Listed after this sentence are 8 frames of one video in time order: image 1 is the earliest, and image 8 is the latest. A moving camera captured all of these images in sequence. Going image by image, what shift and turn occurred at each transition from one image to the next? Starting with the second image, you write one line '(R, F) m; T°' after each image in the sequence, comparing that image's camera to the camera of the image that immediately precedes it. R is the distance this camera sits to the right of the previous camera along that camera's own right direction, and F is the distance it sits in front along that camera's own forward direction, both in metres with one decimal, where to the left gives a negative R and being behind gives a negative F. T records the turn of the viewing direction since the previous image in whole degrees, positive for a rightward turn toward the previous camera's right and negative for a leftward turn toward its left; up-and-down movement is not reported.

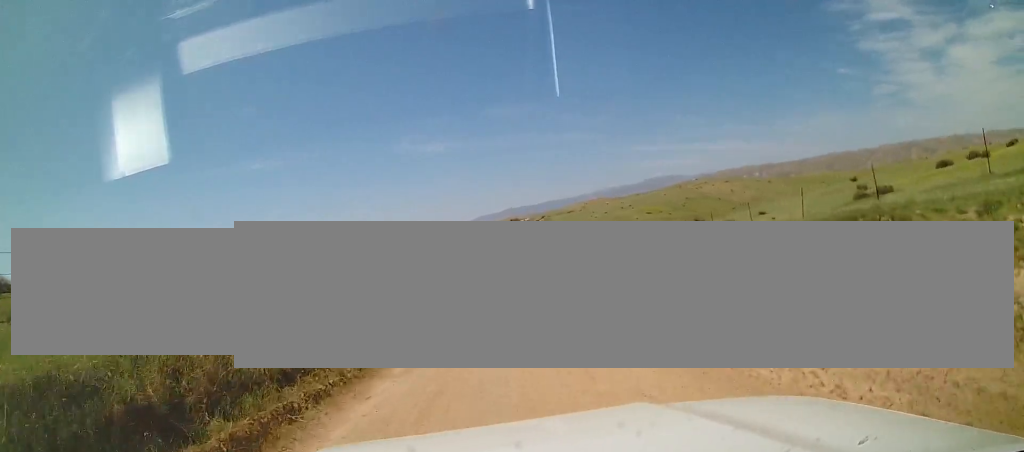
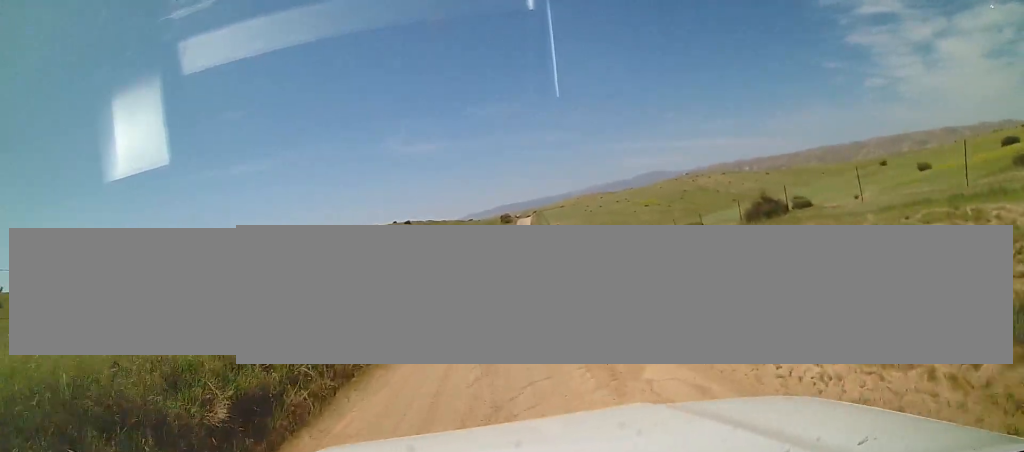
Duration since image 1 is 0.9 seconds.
(+0.1, +9.1) m; +2°
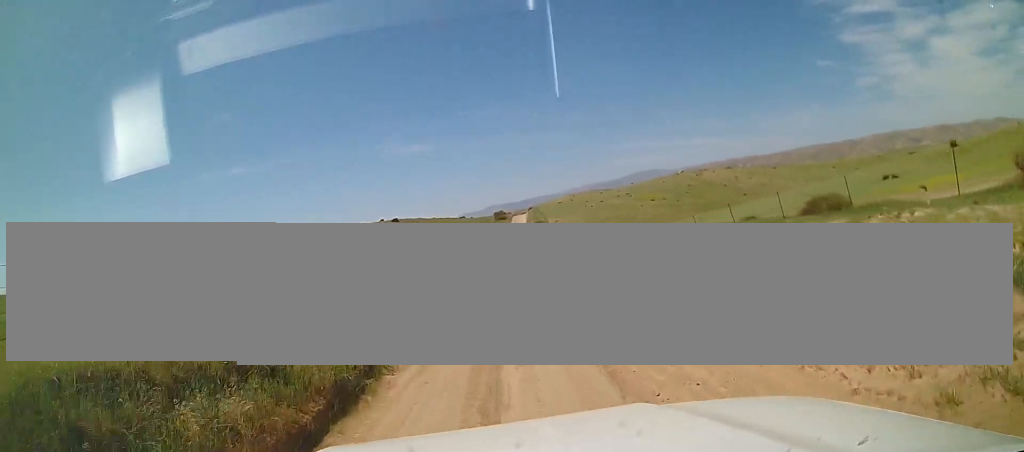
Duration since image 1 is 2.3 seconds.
(+0.5, +14.0) m; +1°
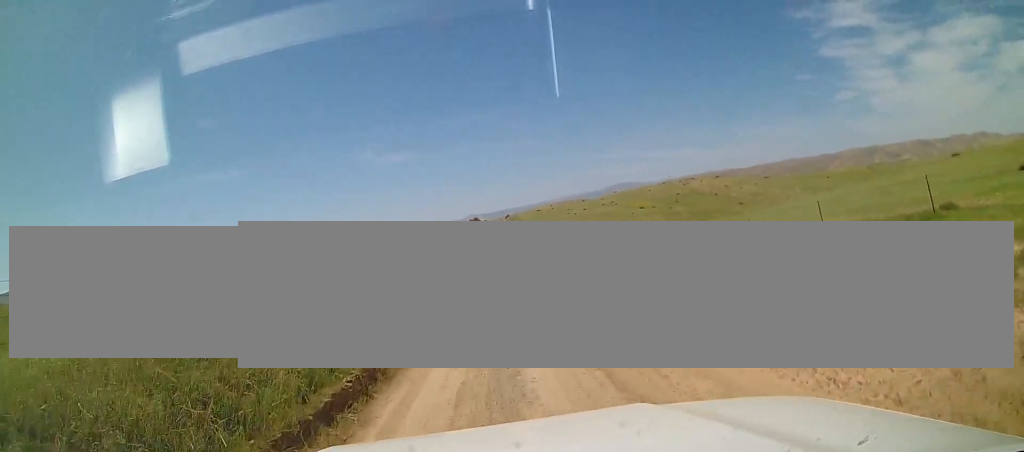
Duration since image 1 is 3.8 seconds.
(-0.2, +14.6) m; +2°
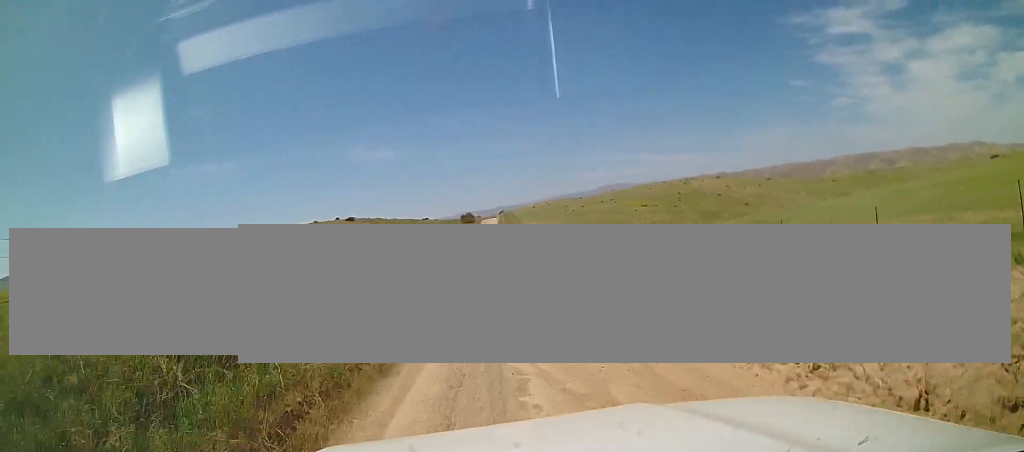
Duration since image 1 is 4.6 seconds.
(+0.2, +8.8) m; +2°
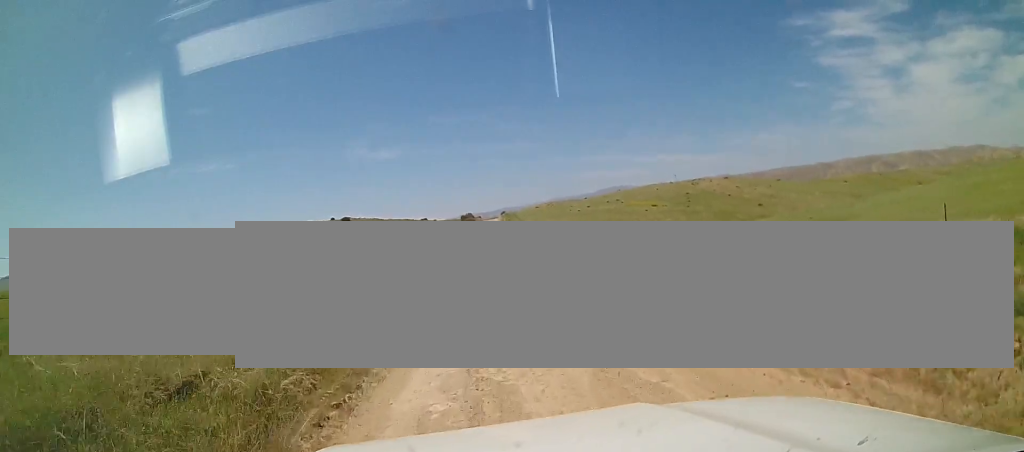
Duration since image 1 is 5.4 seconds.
(+0.1, +8.0) m; 0°
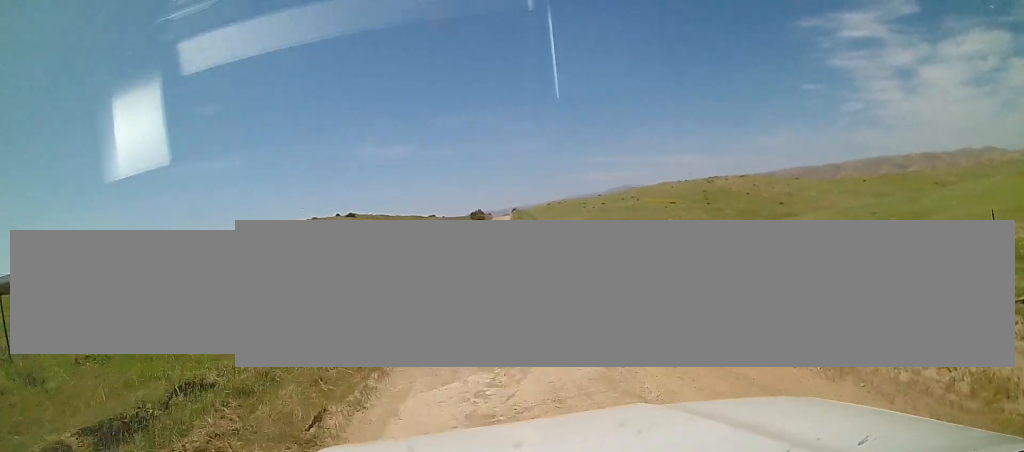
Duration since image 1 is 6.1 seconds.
(0.0, +6.2) m; -1°
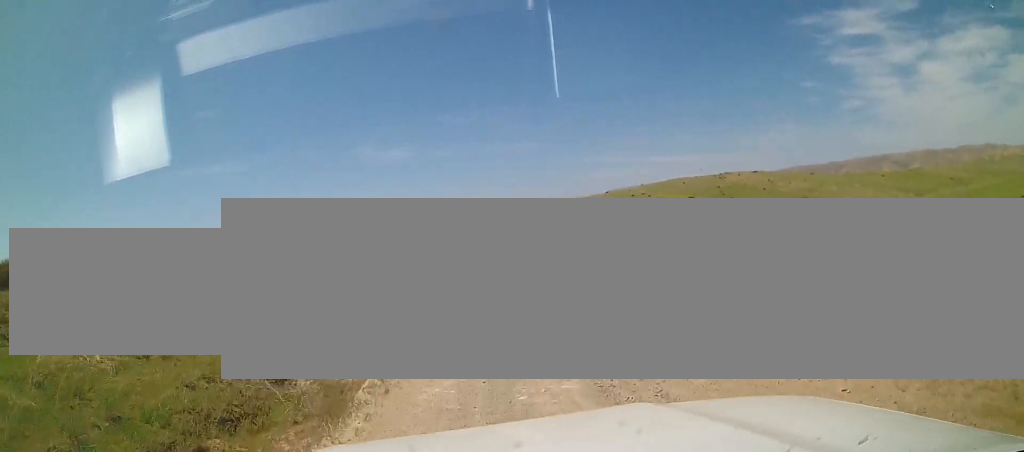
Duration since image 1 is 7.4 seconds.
(-0.1, +12.6) m; 0°
